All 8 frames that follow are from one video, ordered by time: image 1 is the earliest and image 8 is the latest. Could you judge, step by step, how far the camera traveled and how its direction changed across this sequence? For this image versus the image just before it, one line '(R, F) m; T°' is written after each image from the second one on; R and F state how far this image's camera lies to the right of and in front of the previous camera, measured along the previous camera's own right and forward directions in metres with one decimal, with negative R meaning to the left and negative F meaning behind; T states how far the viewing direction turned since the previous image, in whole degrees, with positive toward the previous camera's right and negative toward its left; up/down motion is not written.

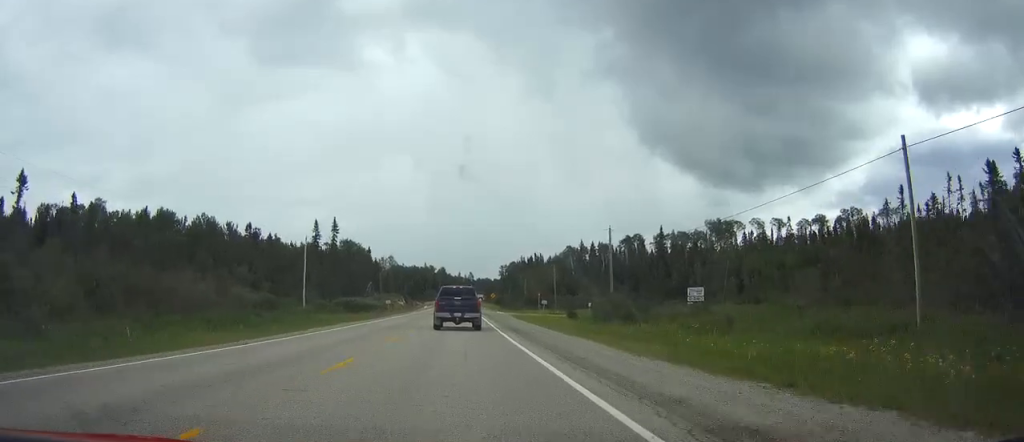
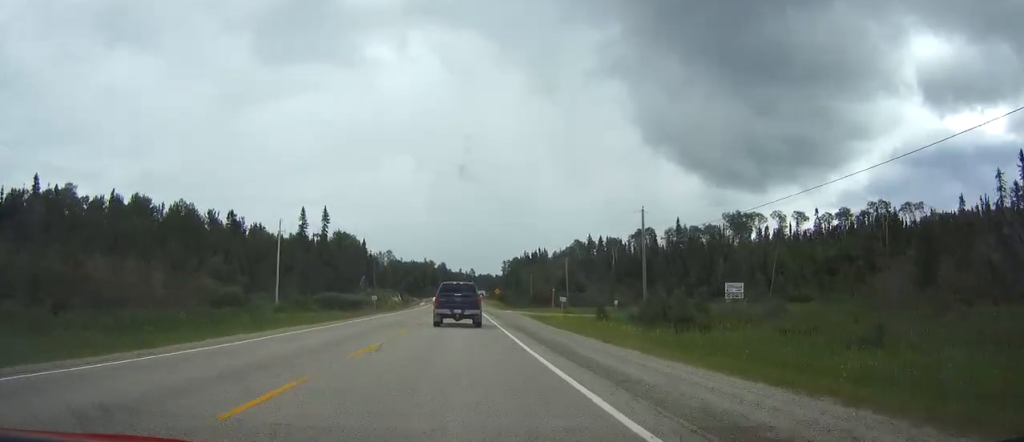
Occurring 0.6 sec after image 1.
(0.0, +14.9) m; 0°
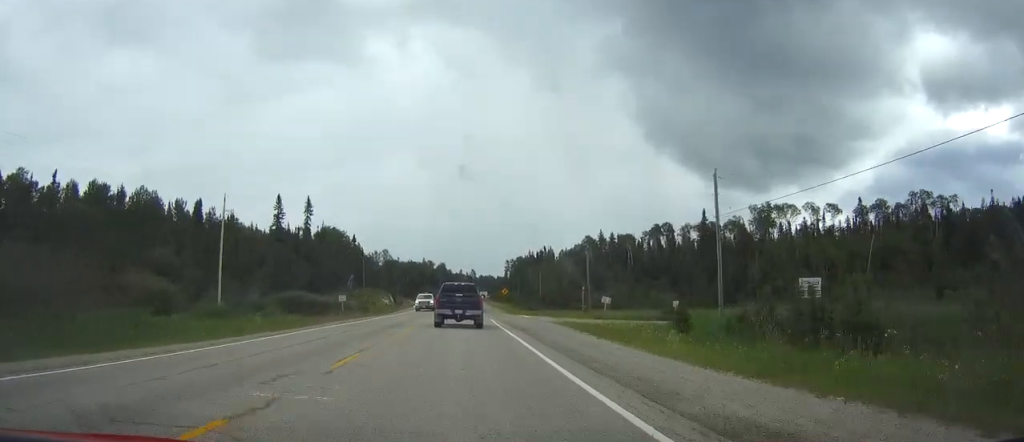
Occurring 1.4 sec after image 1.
(-0.1, +20.6) m; 0°
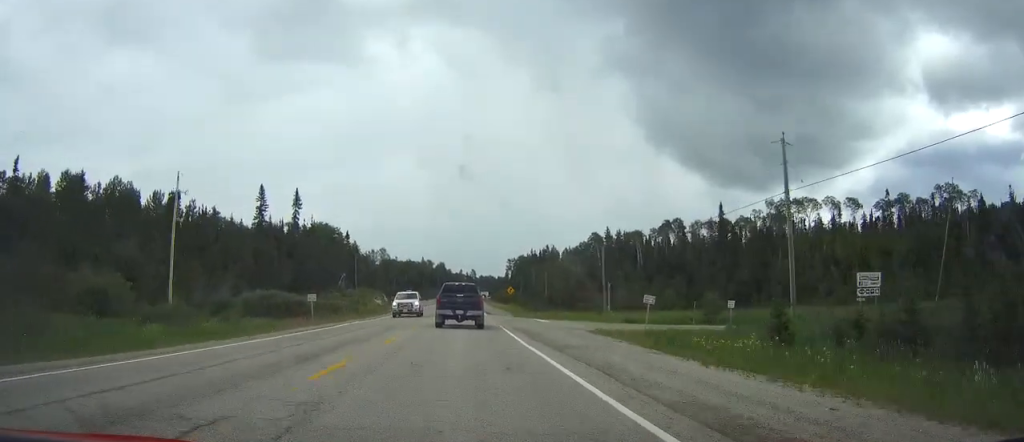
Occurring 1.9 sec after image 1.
(+0.1, +11.4) m; 0°
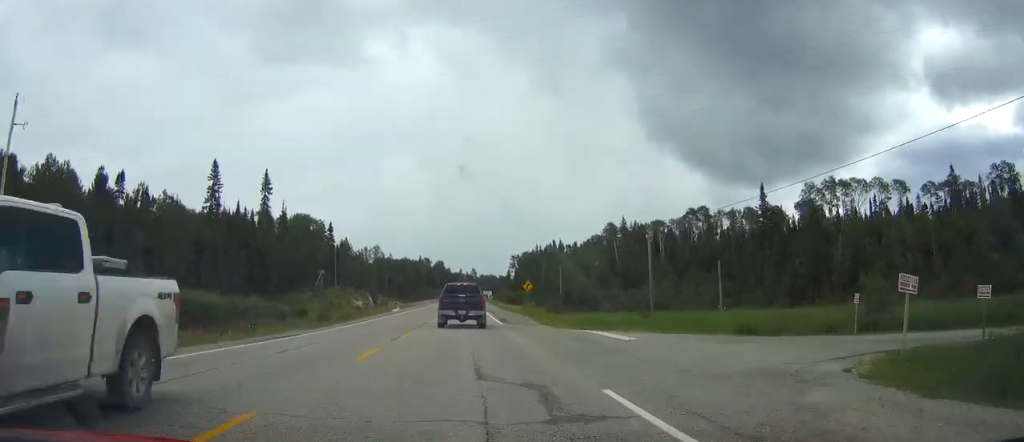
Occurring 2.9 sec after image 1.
(0.0, +23.7) m; 0°
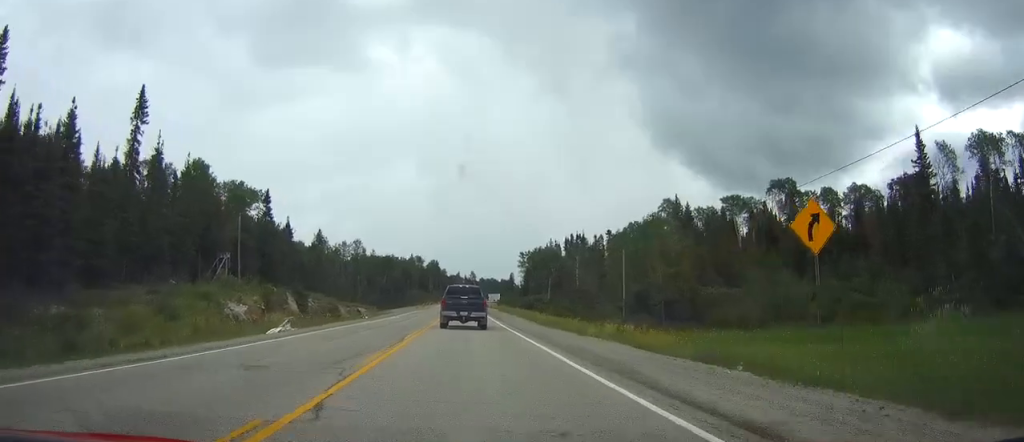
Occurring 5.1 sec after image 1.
(+0.2, +54.2) m; 0°
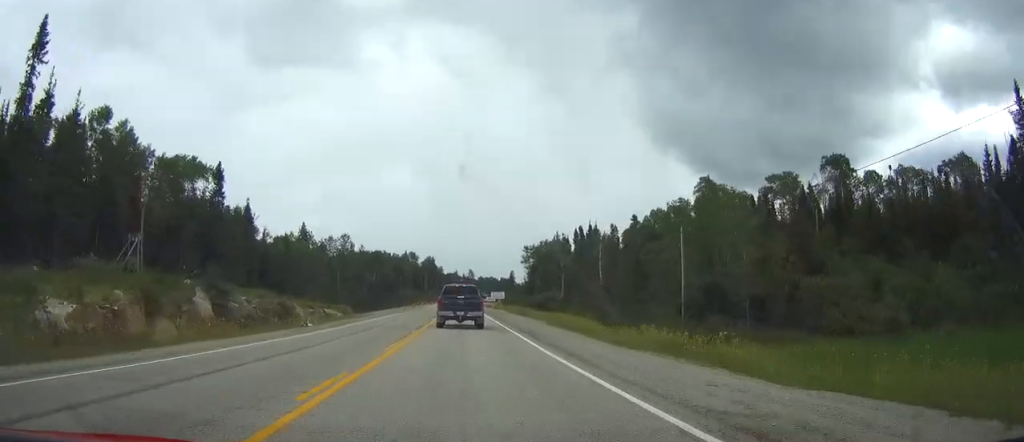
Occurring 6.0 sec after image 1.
(0.0, +22.5) m; 0°
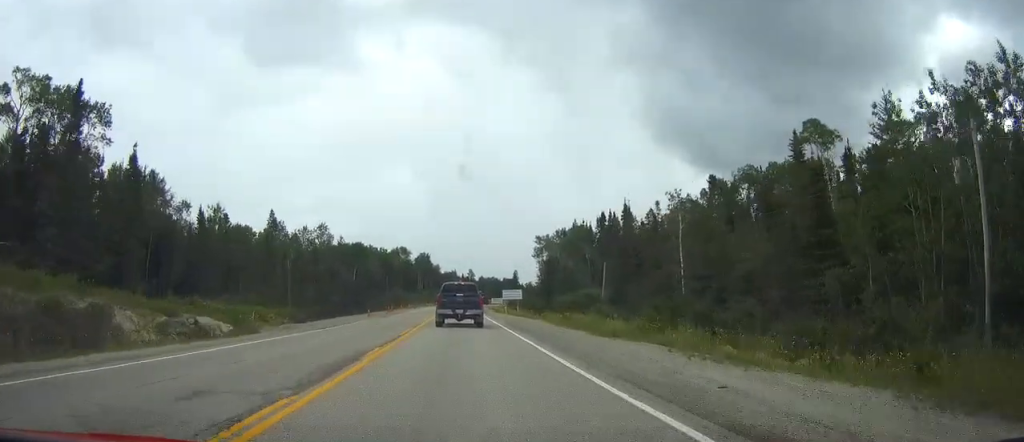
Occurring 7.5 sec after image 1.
(-0.1, +37.5) m; 0°
